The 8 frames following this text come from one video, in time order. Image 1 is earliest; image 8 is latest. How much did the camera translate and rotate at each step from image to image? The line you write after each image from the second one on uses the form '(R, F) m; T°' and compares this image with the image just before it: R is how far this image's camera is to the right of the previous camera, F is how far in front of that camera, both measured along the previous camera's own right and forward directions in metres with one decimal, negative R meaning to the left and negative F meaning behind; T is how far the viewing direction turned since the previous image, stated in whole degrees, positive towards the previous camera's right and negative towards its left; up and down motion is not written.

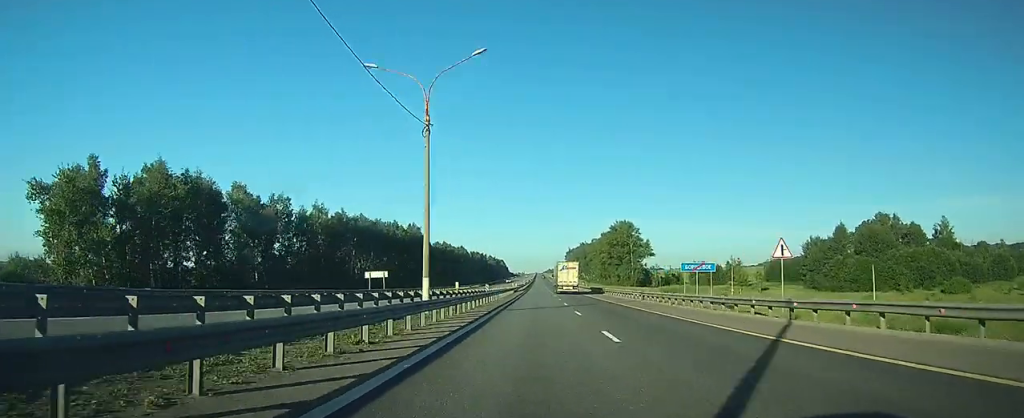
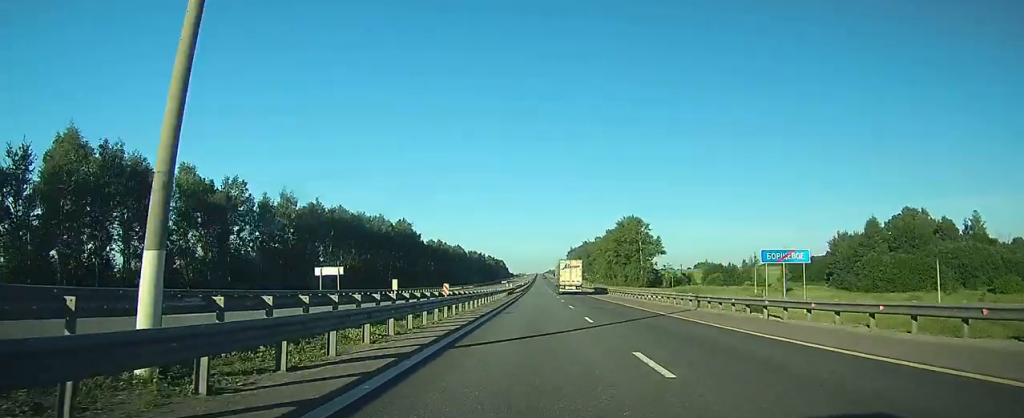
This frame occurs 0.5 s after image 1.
(-0.4, +17.2) m; +1°
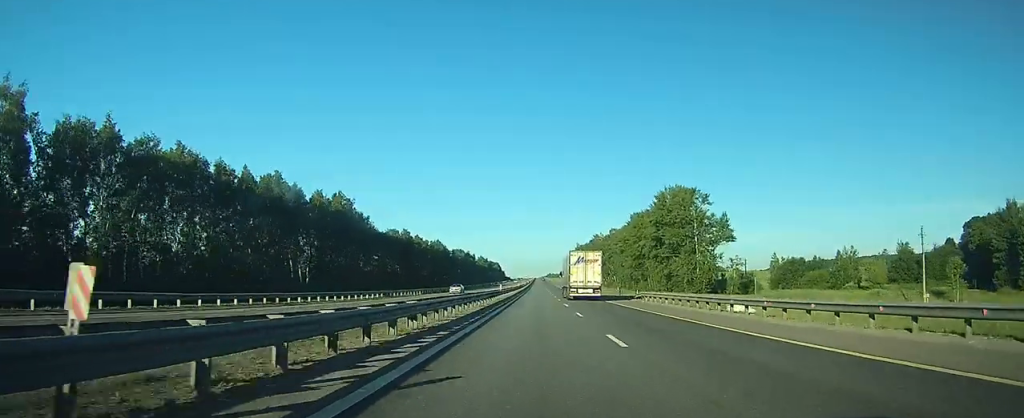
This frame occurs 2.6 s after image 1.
(+1.3, +66.9) m; 0°
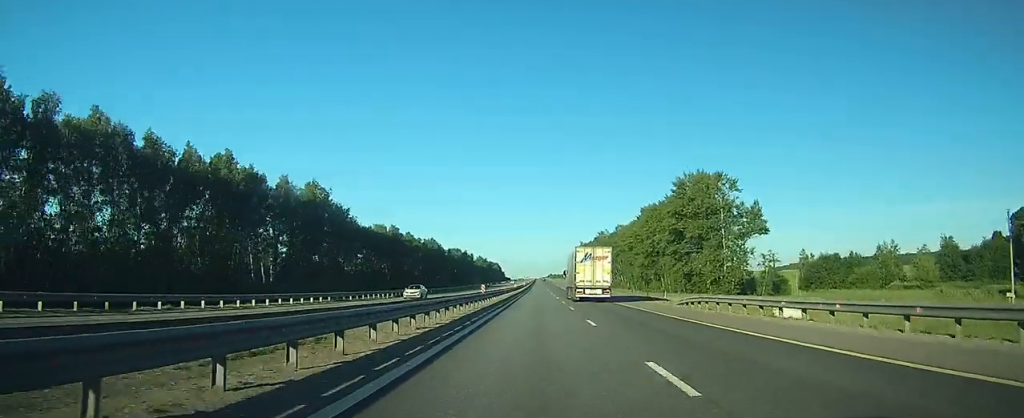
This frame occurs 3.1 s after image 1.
(0.0, +17.5) m; 0°
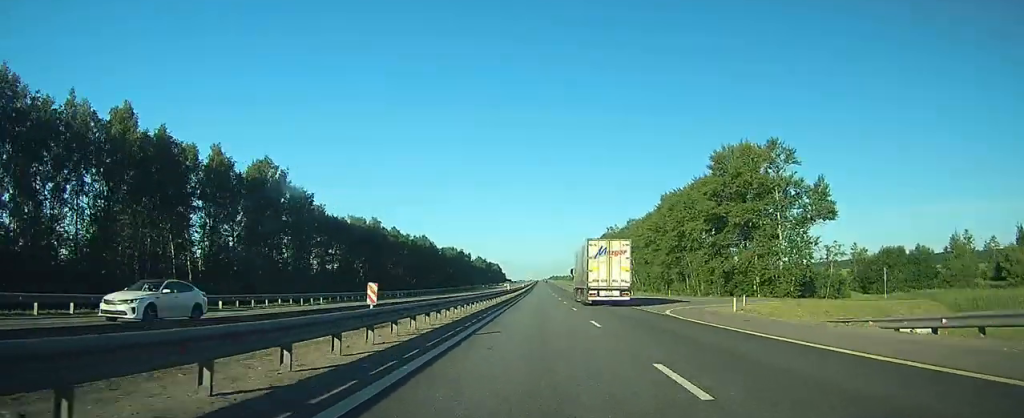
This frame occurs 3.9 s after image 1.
(0.0, +24.1) m; 0°
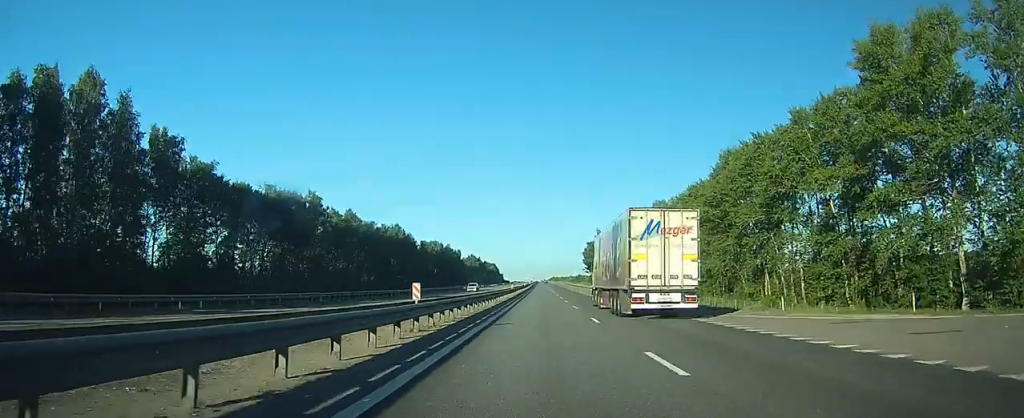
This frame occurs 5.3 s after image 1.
(-0.1, +46.1) m; 0°
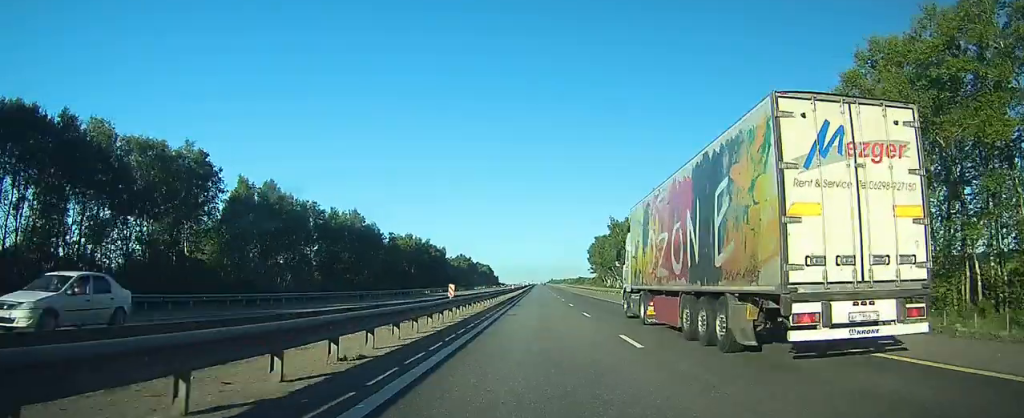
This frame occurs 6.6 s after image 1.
(+0.1, +43.8) m; 0°
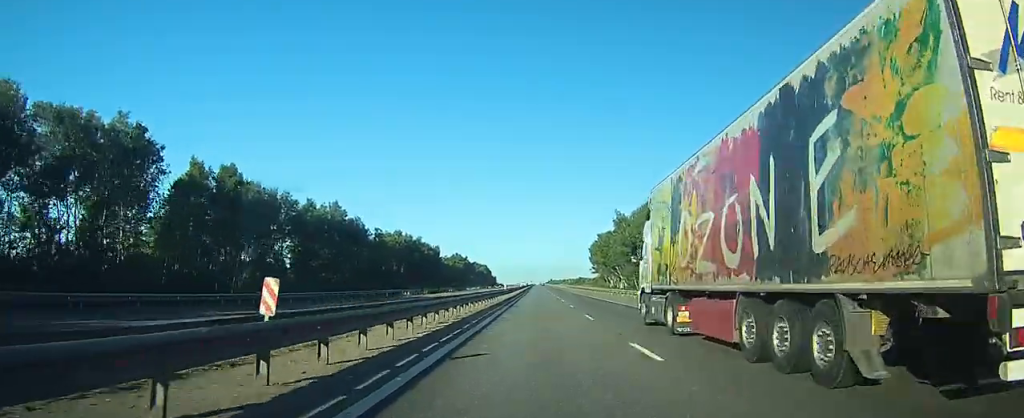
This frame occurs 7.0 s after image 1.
(0.0, +14.2) m; 0°
